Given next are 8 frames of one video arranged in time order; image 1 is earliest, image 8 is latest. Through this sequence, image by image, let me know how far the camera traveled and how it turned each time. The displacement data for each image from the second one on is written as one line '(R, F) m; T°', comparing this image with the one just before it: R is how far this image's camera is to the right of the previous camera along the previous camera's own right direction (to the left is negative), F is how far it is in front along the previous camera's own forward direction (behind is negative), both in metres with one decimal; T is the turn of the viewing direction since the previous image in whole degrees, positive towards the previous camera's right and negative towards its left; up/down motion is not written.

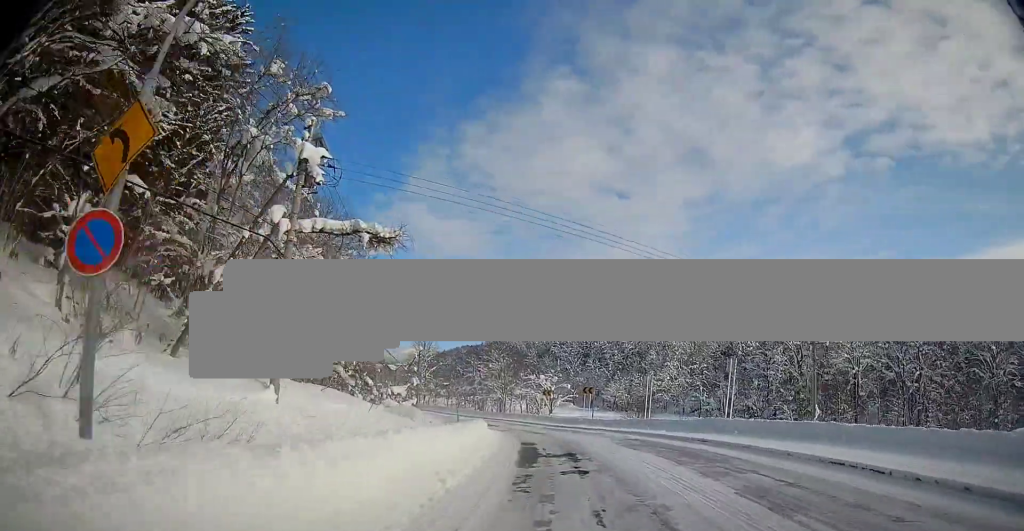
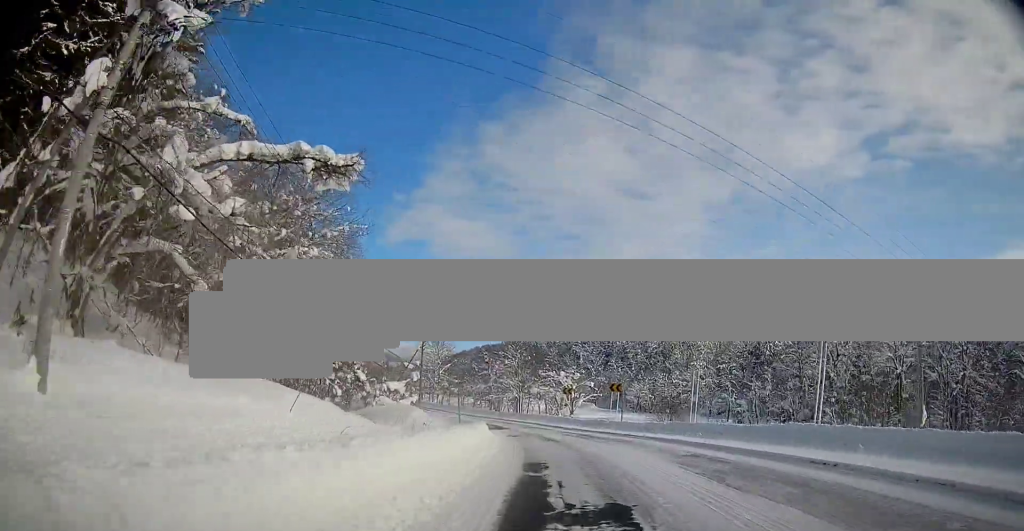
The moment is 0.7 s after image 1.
(-0.2, +8.8) m; -3°
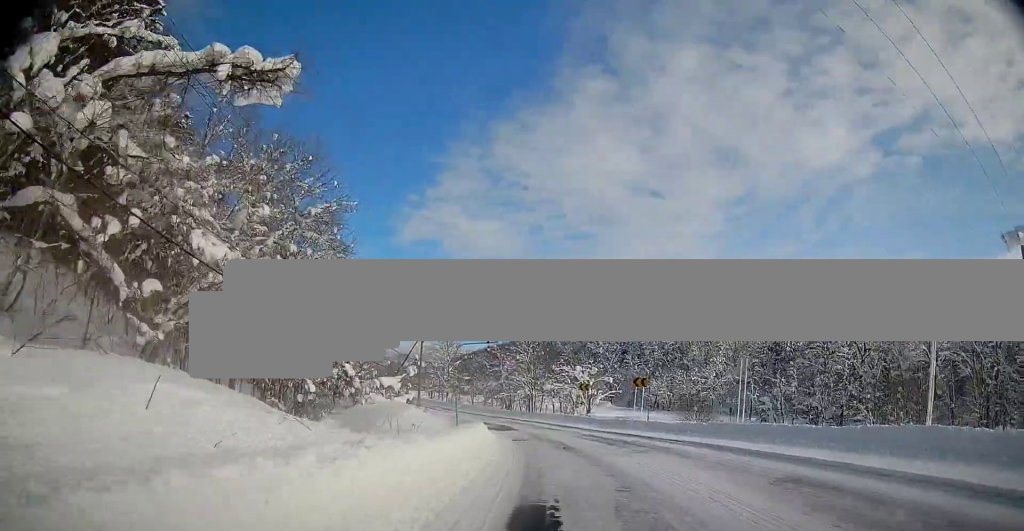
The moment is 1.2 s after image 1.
(-0.2, +6.8) m; -1°
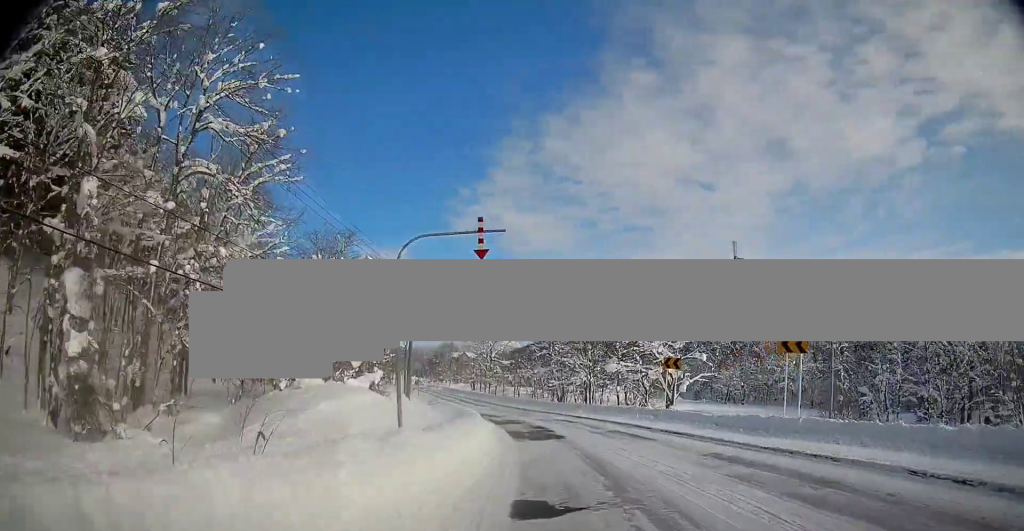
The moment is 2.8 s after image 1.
(-0.5, +20.9) m; -4°
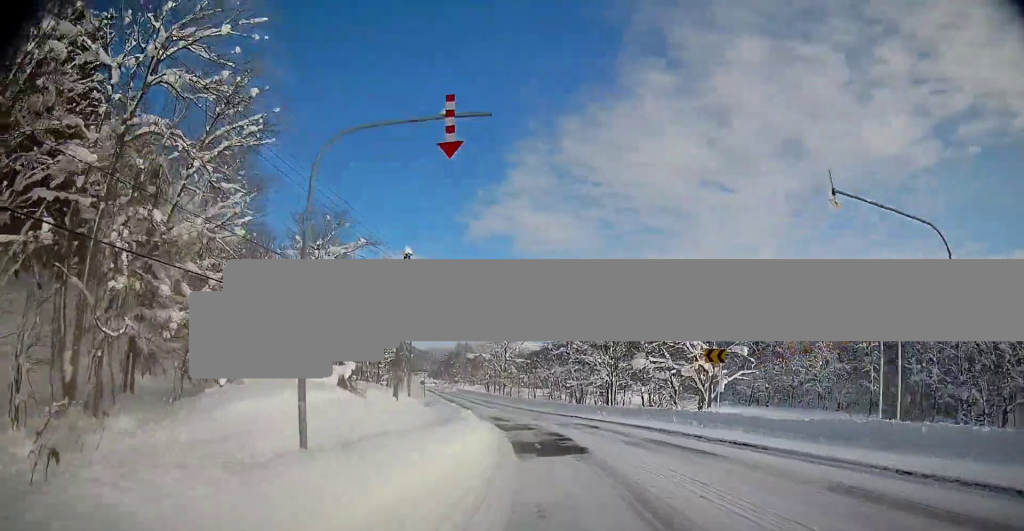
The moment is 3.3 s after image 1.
(-0.2, +5.8) m; -1°
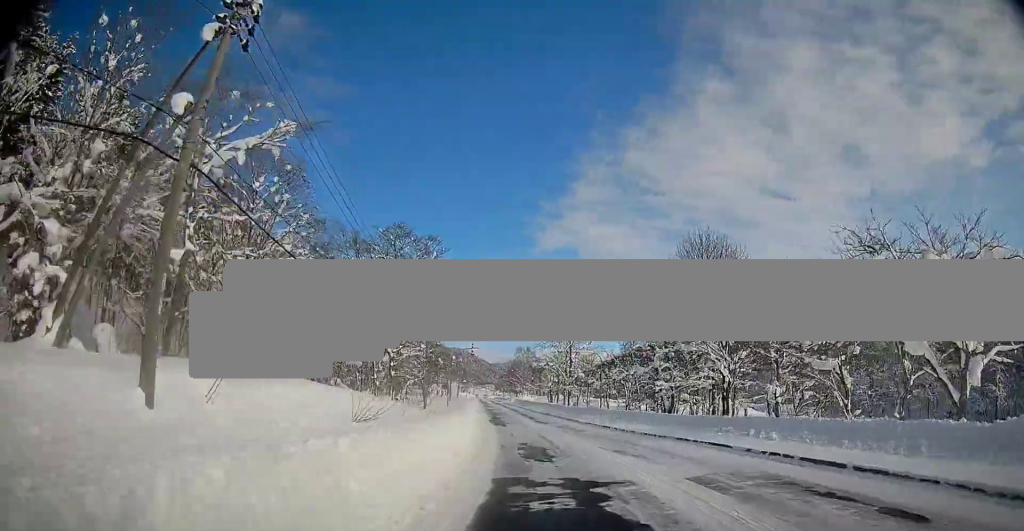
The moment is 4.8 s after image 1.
(-1.1, +21.8) m; -9°
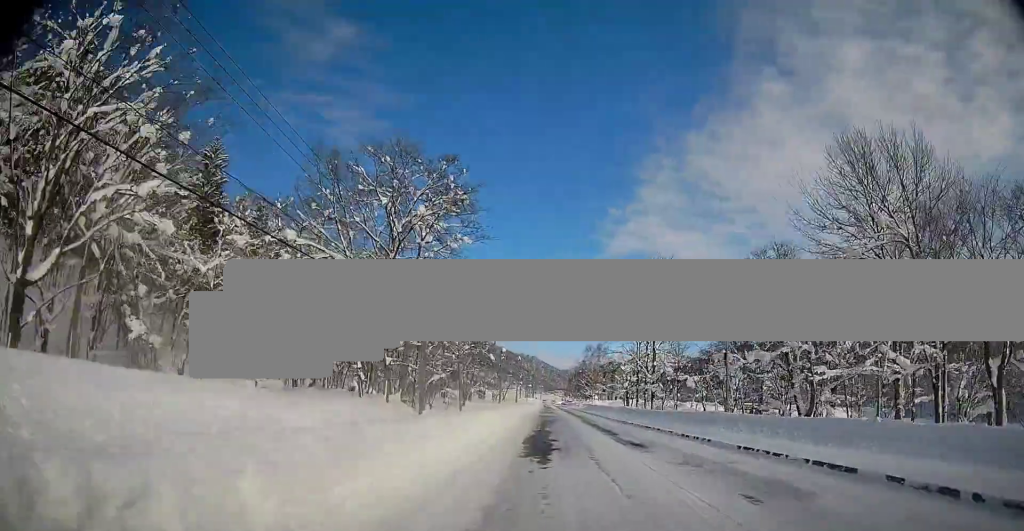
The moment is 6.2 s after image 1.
(-1.7, +20.1) m; -5°
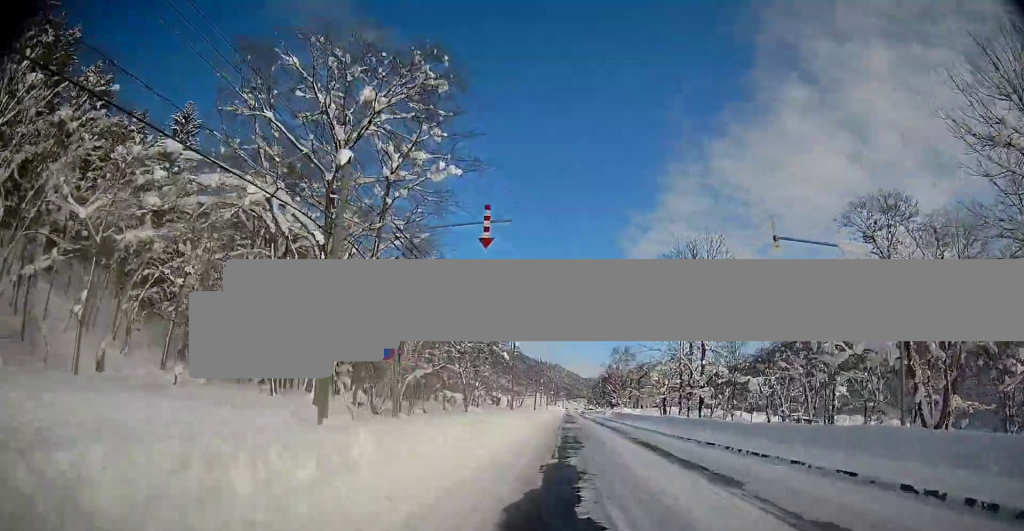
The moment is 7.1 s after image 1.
(0.0, +14.3) m; -1°
